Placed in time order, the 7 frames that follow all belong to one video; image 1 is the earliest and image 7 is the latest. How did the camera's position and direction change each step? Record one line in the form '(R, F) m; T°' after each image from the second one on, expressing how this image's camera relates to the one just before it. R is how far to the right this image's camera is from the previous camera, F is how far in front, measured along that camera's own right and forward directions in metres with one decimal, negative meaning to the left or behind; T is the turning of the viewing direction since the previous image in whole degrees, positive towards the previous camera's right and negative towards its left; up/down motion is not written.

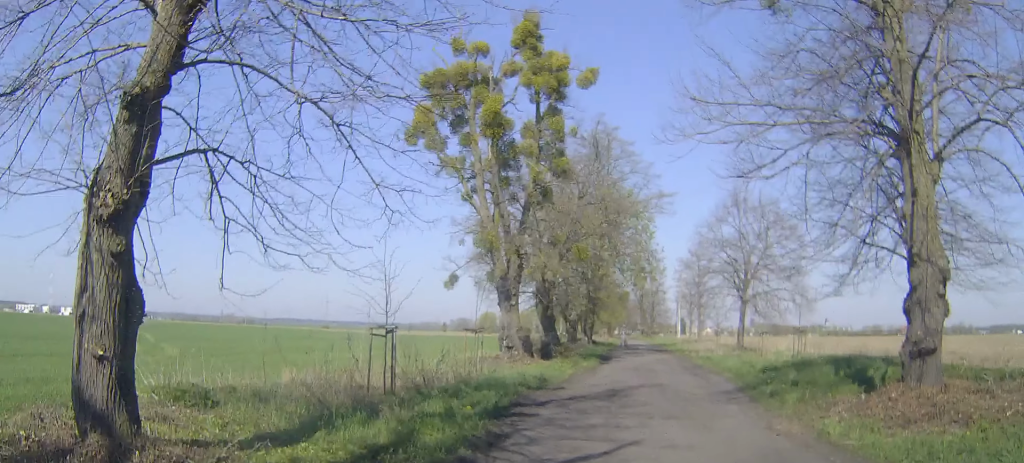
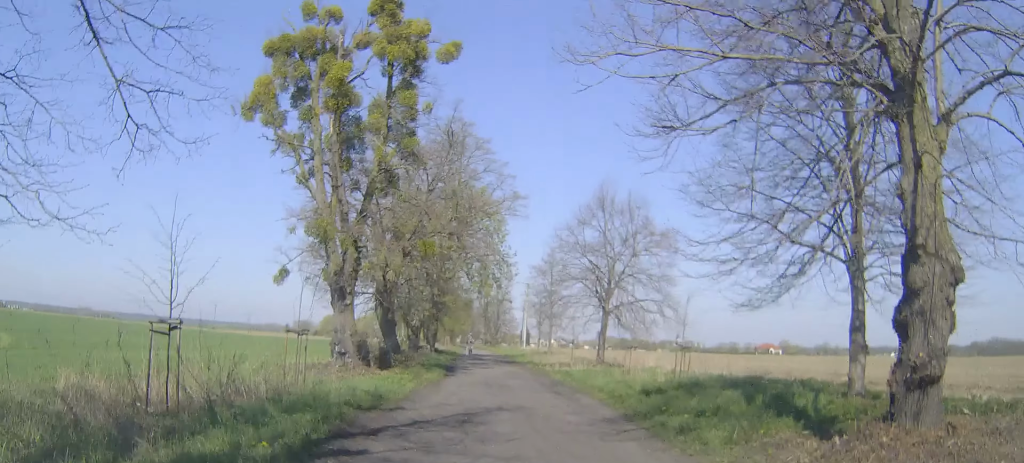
(+0.3, +3.0) m; +17°
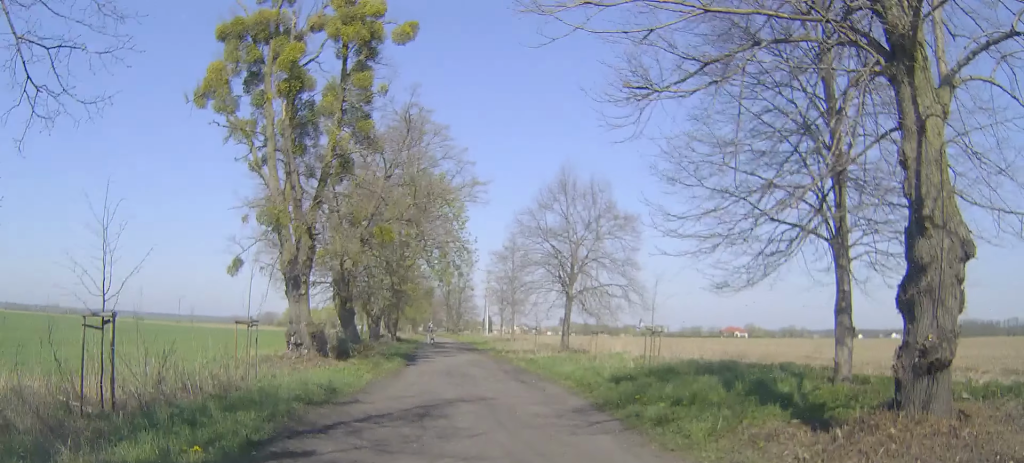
(+0.1, +0.9) m; +4°
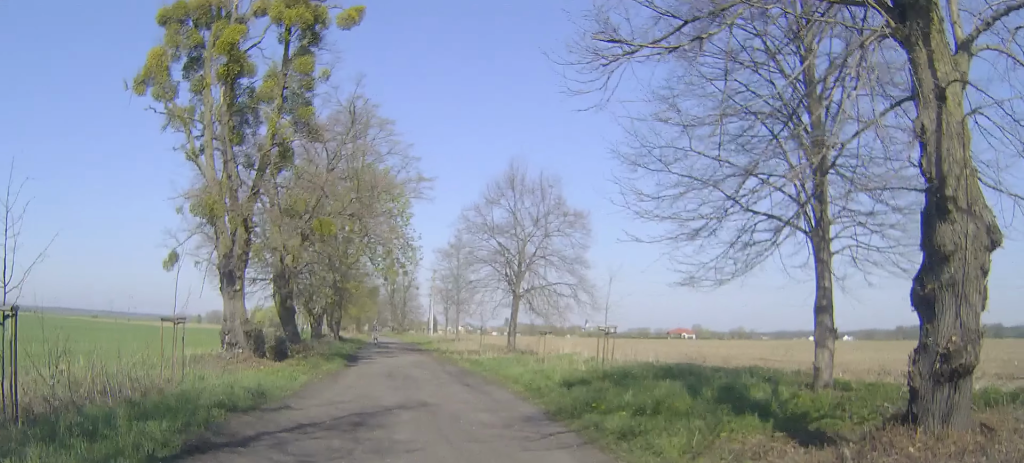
(+0.1, +1.3) m; +3°
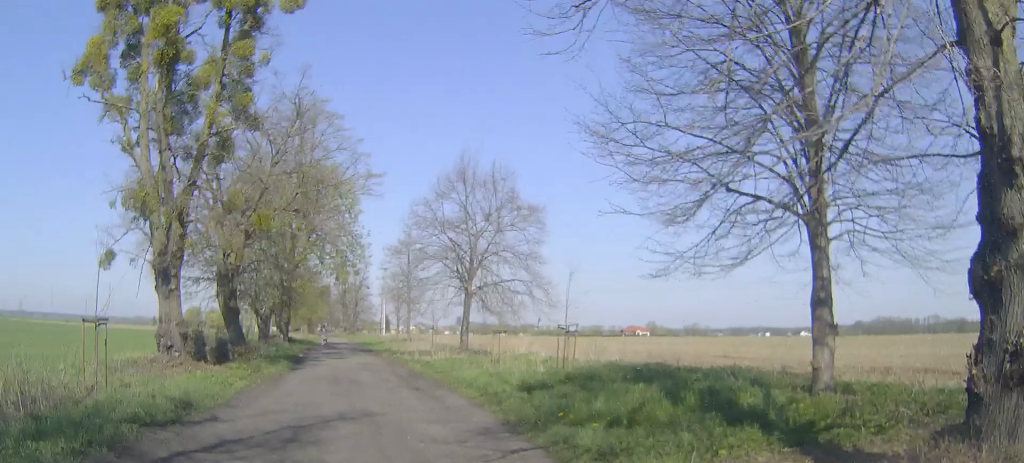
(0.0, +1.7) m; +3°
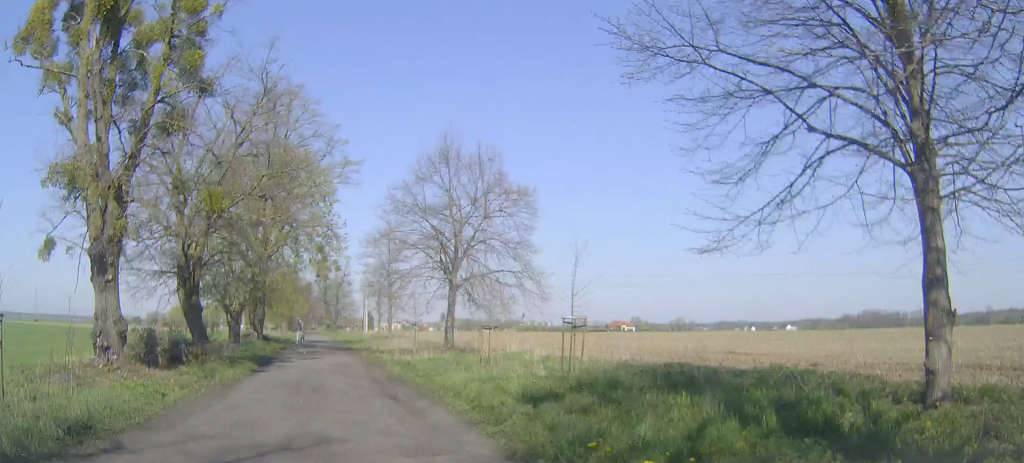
(+0.2, +3.2) m; +3°
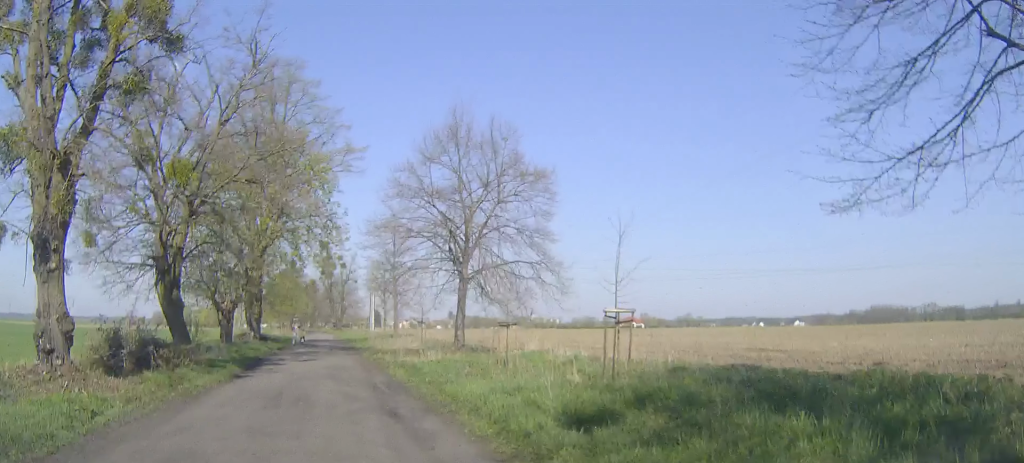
(-0.1, +2.9) m; -5°
